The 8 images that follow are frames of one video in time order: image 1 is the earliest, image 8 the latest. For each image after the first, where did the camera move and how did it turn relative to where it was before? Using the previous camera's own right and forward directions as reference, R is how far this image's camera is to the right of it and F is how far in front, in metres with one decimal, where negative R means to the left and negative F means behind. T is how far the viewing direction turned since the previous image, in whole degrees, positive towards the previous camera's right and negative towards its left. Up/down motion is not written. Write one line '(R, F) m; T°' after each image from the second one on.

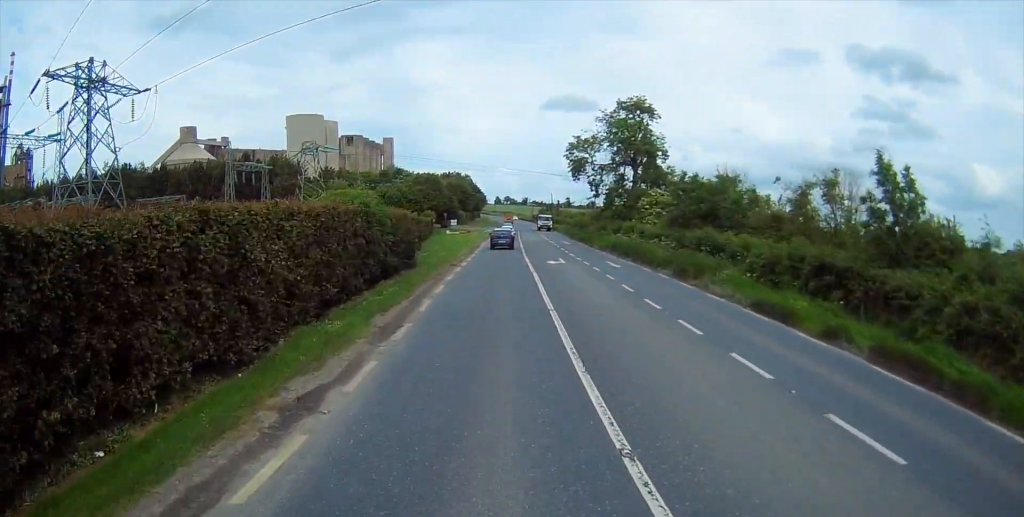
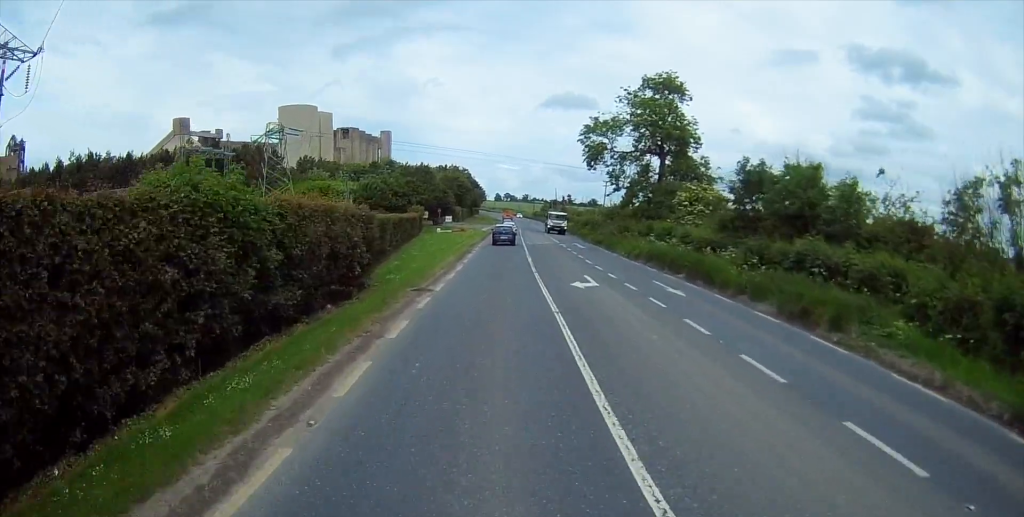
(+0.1, +12.8) m; +1°
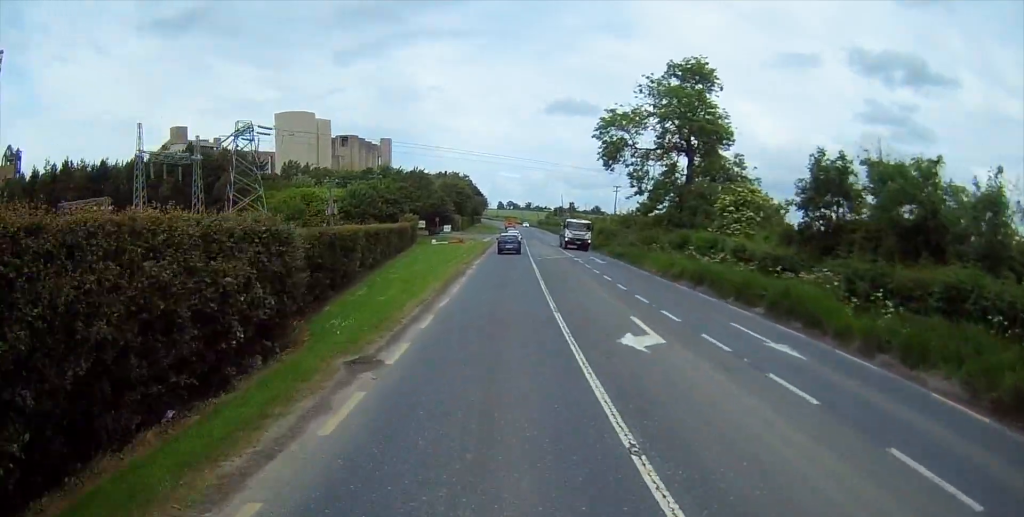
(+0.1, +9.2) m; +1°
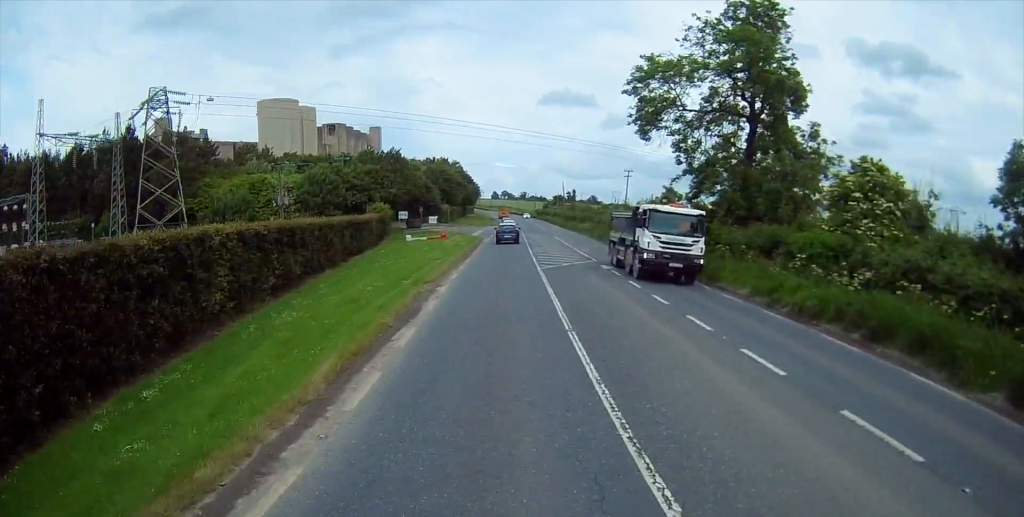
(+0.2, +15.4) m; +1°
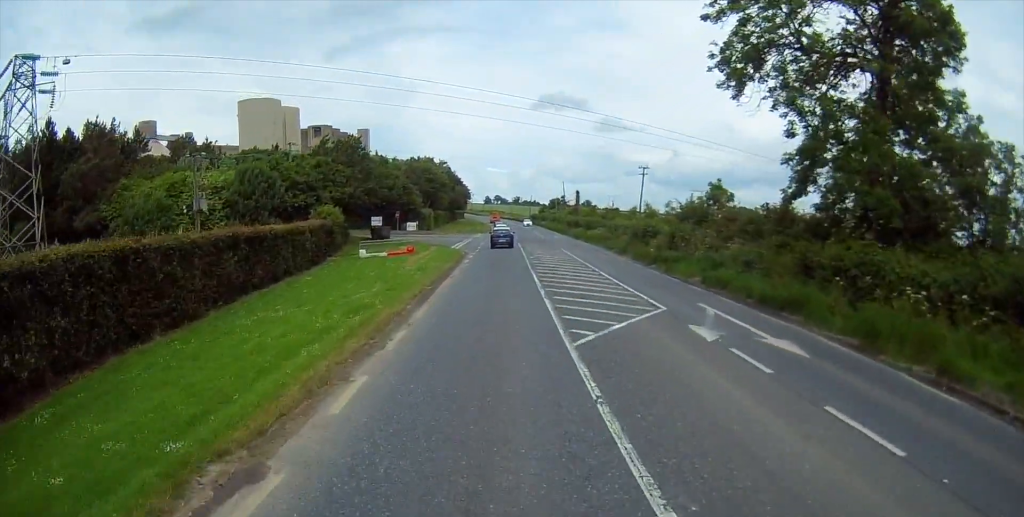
(0.0, +16.3) m; 0°
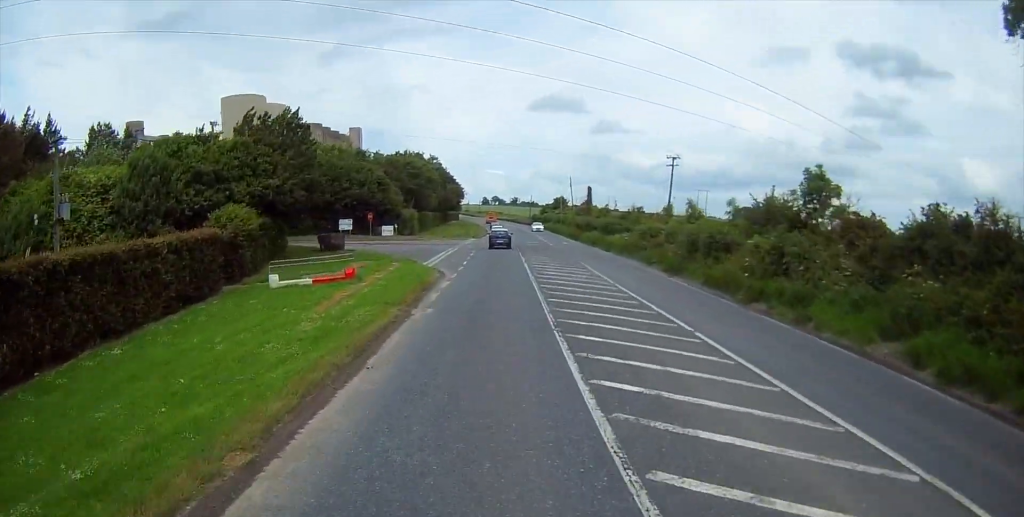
(0.0, +16.3) m; 0°
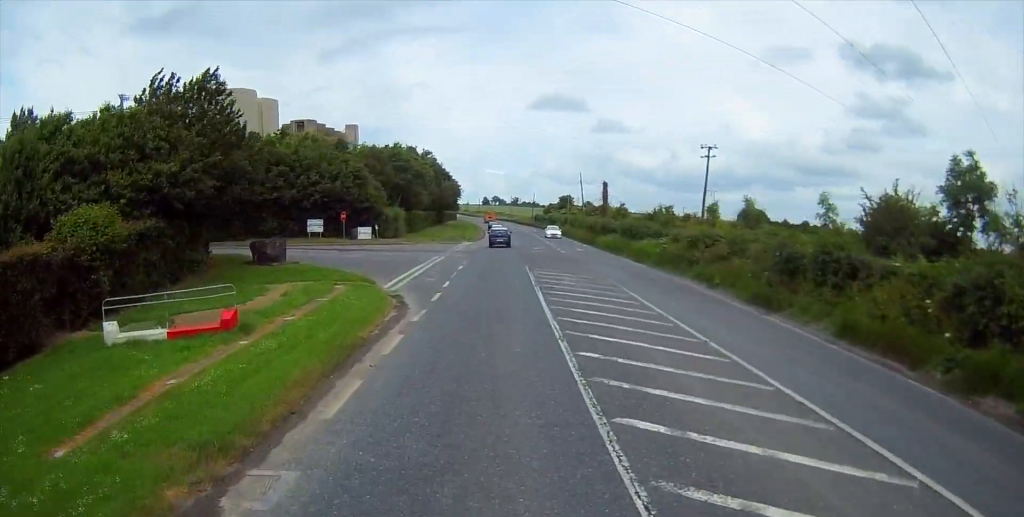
(0.0, +12.2) m; 0°
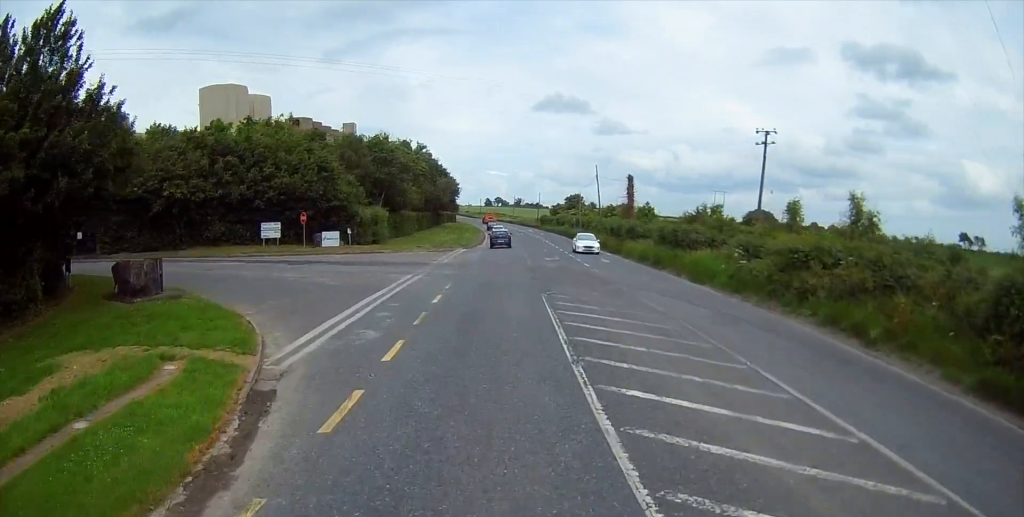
(0.0, +12.6) m; 0°
